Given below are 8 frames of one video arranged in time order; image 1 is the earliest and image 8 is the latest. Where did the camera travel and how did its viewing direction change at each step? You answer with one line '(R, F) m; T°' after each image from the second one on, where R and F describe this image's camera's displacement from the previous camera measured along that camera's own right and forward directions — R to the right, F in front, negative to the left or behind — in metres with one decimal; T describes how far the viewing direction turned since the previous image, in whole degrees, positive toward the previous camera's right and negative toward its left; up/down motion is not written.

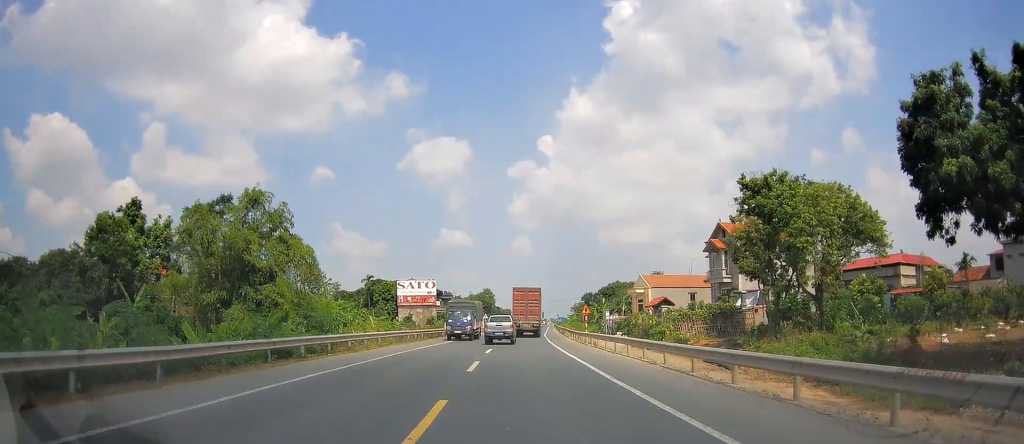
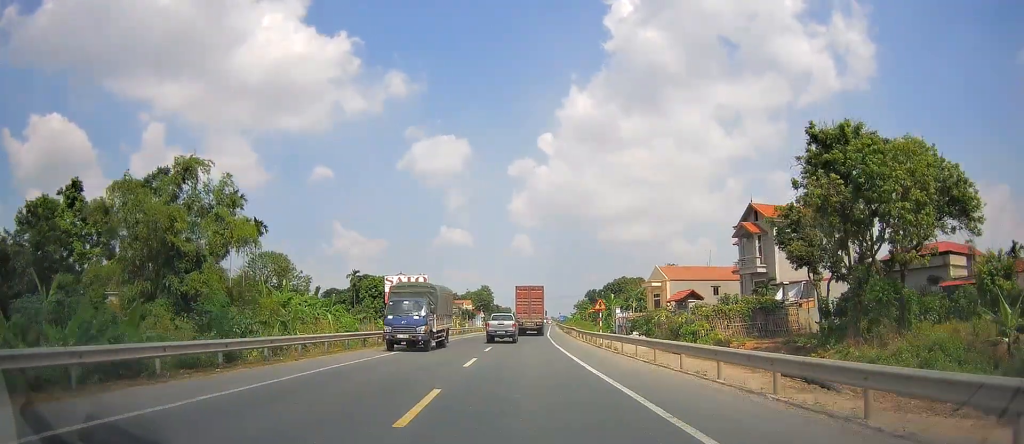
(+0.1, +8.6) m; +1°
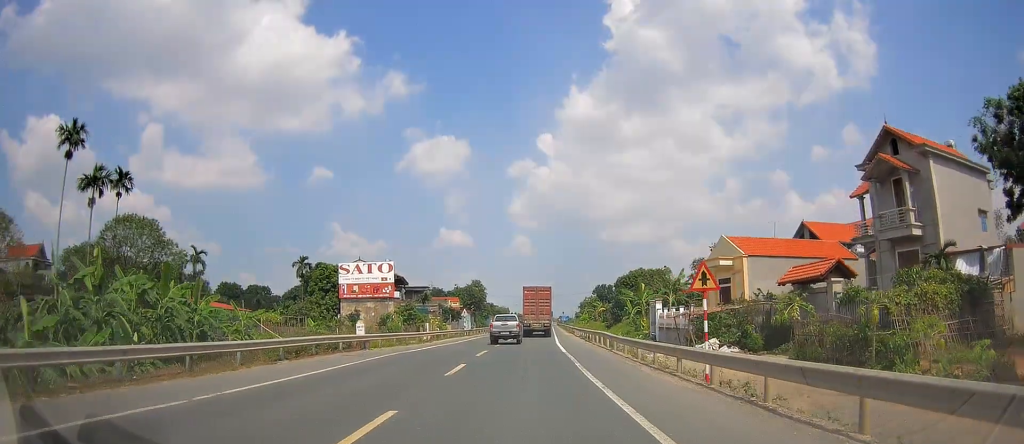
(-0.1, +21.8) m; 0°
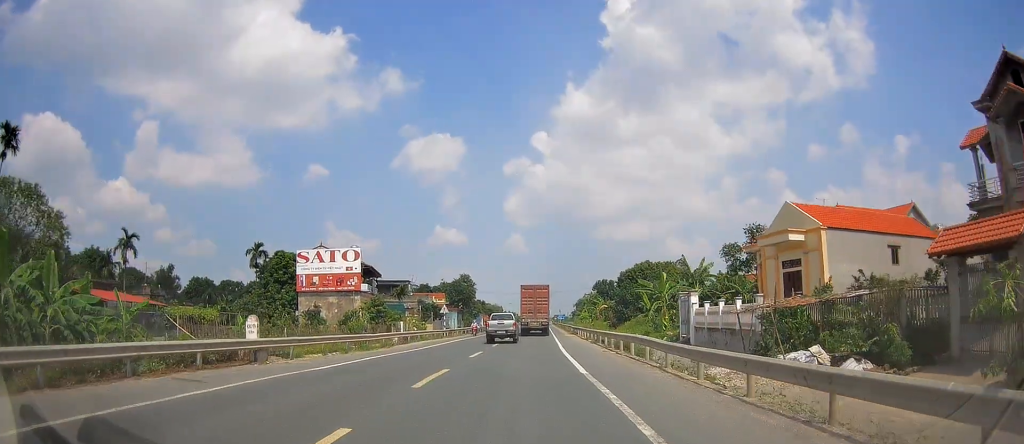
(+0.1, +11.4) m; +1°
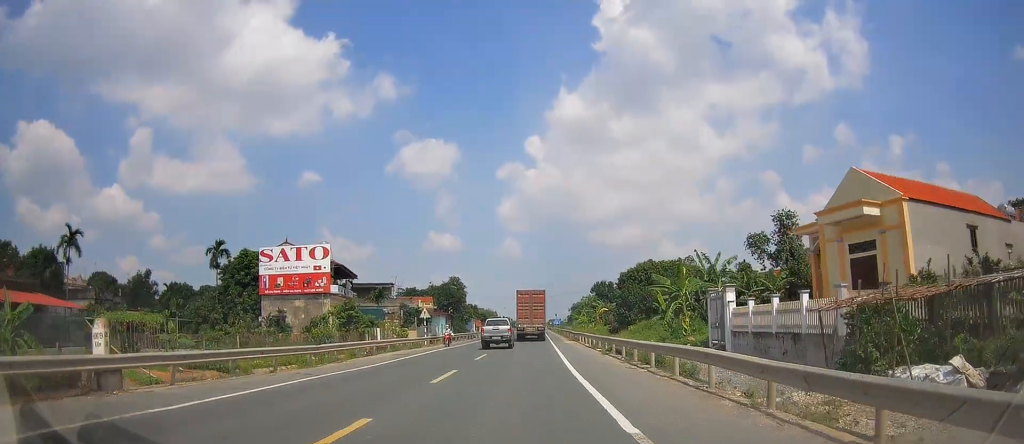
(0.0, +7.3) m; 0°
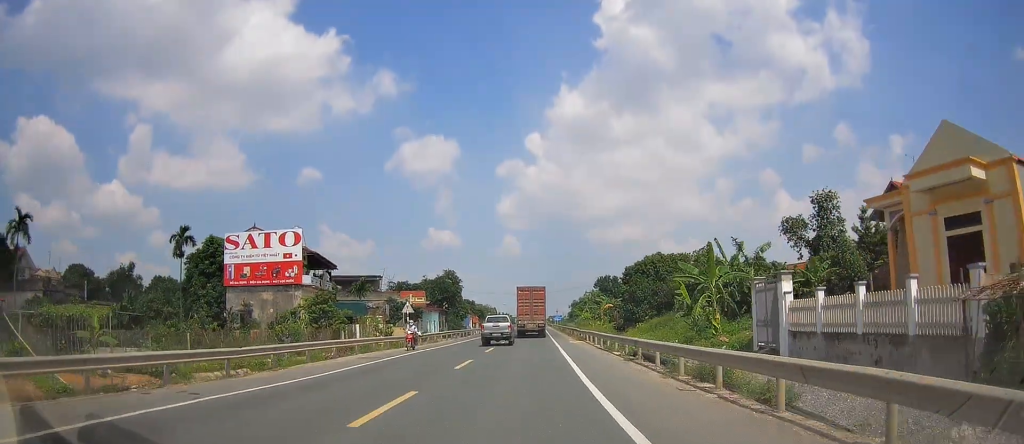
(0.0, +6.4) m; 0°
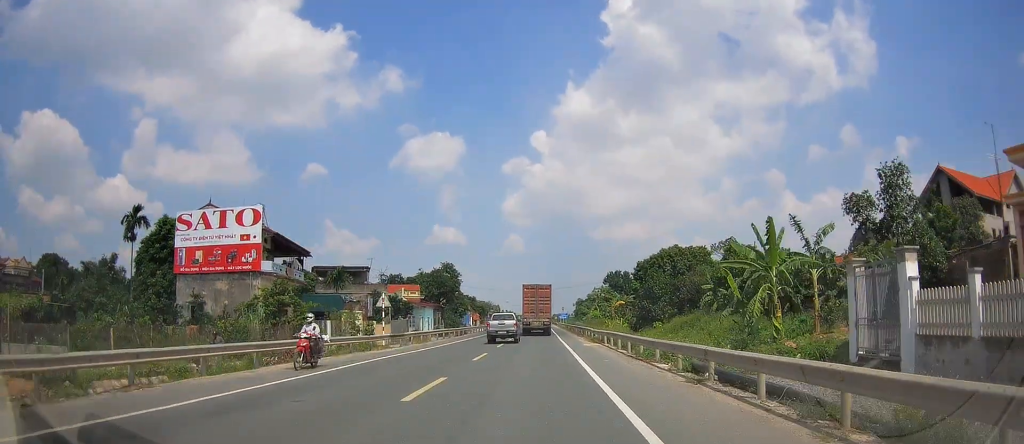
(0.0, +7.8) m; 0°
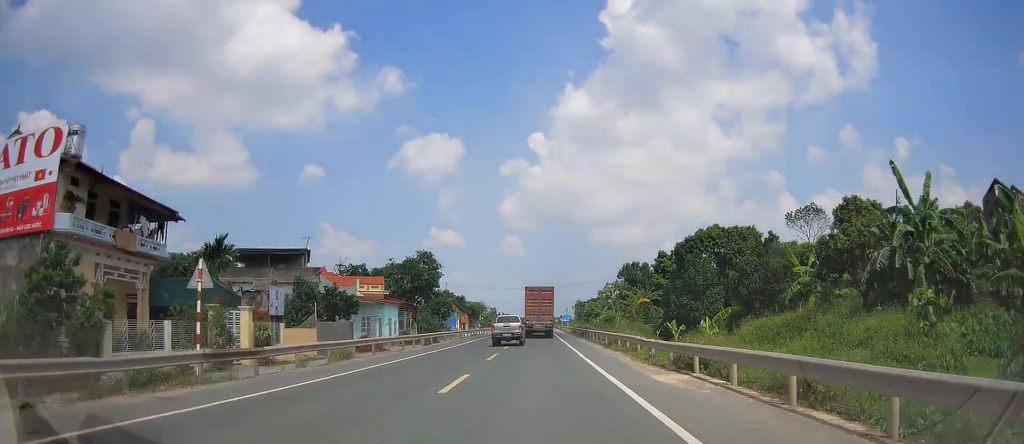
(+0.1, +18.4) m; 0°
